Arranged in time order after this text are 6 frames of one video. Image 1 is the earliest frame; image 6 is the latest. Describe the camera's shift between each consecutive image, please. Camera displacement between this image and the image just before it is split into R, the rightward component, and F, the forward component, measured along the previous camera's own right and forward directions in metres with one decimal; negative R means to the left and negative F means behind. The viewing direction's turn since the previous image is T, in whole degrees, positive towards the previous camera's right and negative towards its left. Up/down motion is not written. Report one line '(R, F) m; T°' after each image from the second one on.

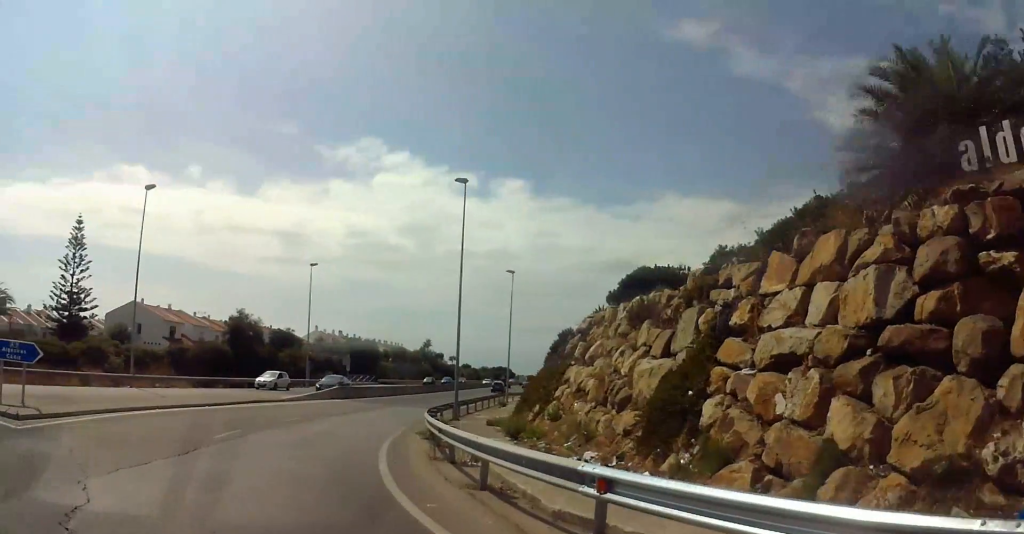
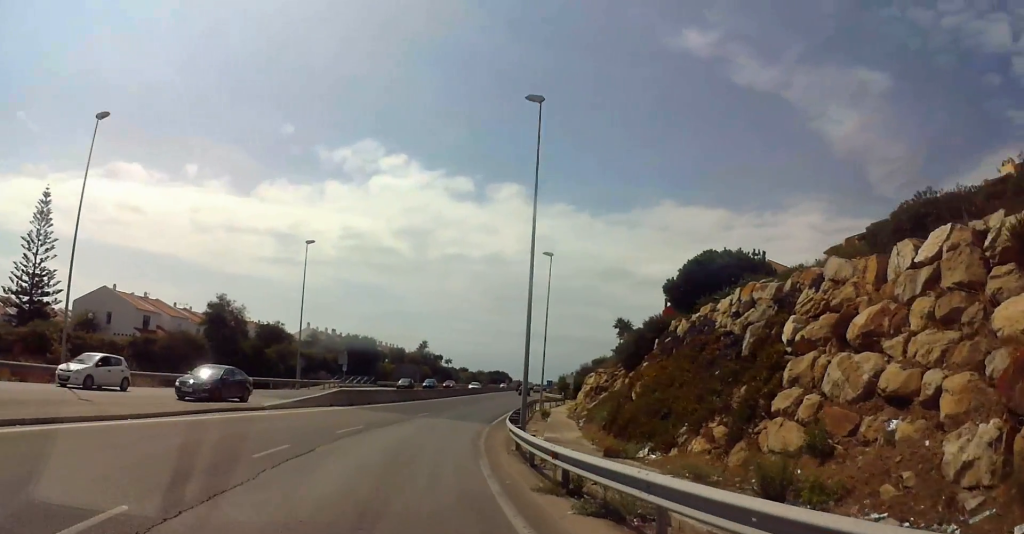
(-0.8, +13.1) m; +6°
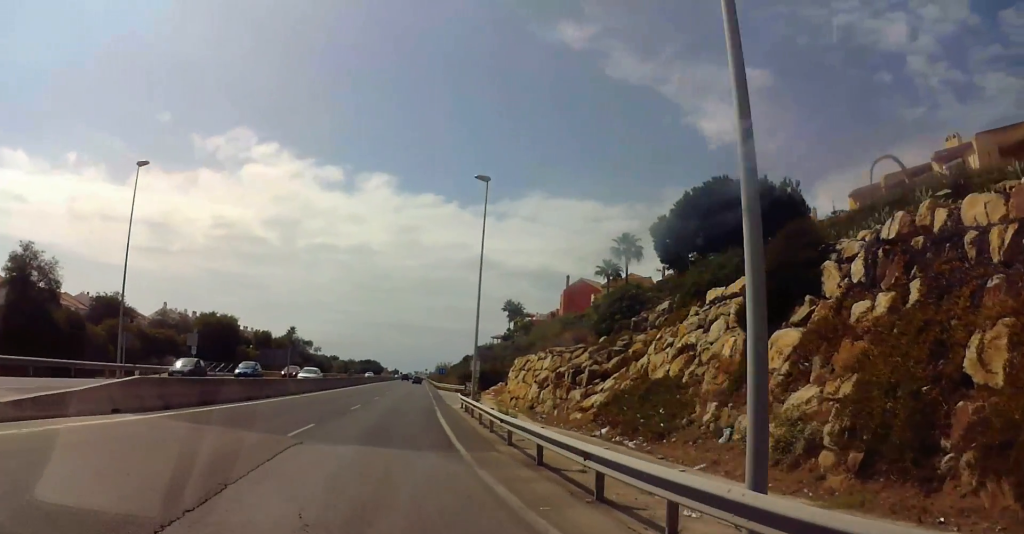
(+4.4, +17.1) m; +19°
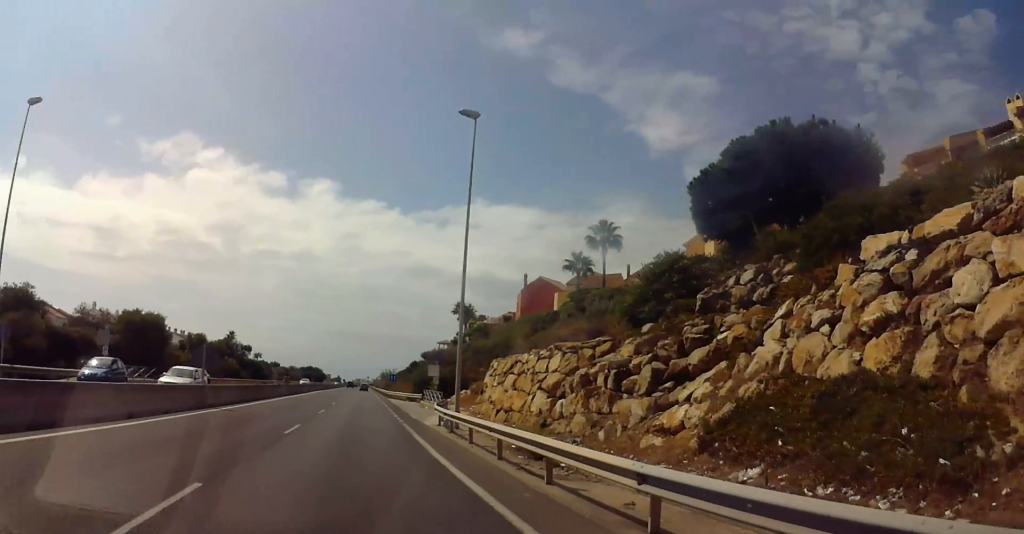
(+0.1, +9.9) m; 0°
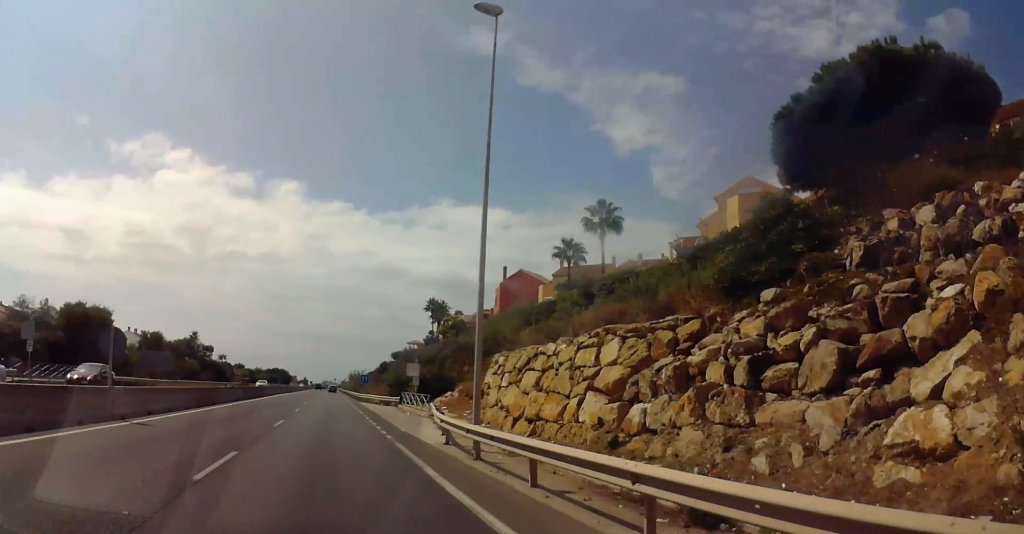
(0.0, +8.7) m; 0°
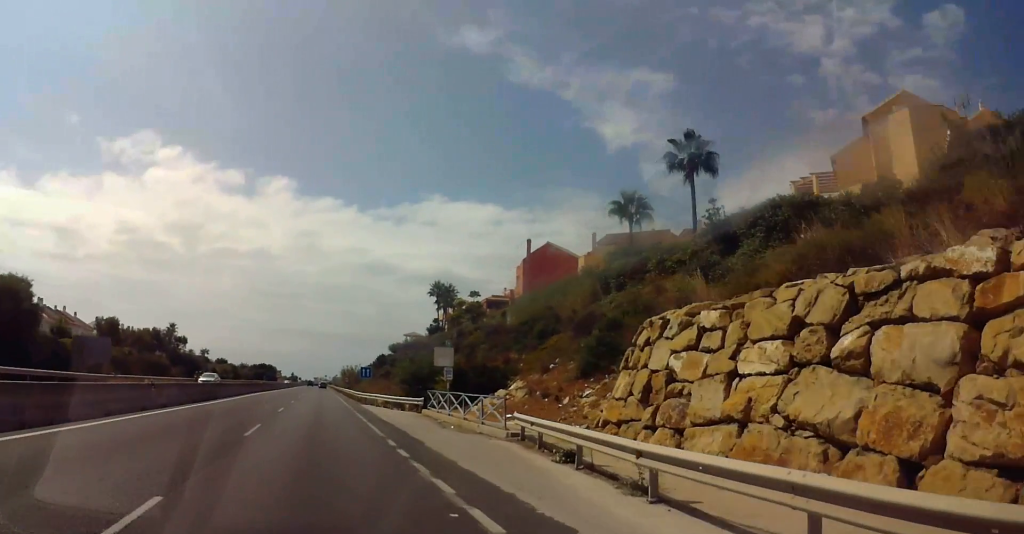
(+0.4, +18.0) m; 0°
